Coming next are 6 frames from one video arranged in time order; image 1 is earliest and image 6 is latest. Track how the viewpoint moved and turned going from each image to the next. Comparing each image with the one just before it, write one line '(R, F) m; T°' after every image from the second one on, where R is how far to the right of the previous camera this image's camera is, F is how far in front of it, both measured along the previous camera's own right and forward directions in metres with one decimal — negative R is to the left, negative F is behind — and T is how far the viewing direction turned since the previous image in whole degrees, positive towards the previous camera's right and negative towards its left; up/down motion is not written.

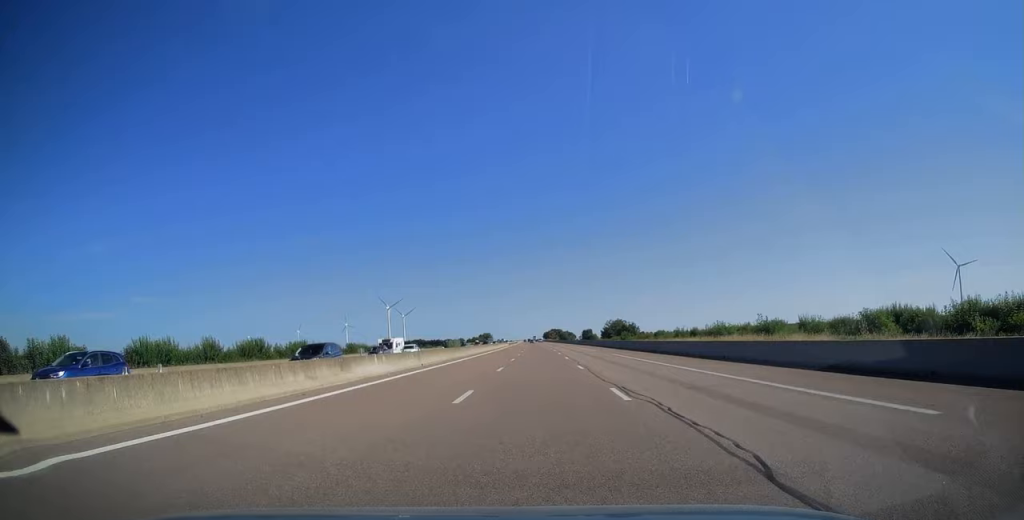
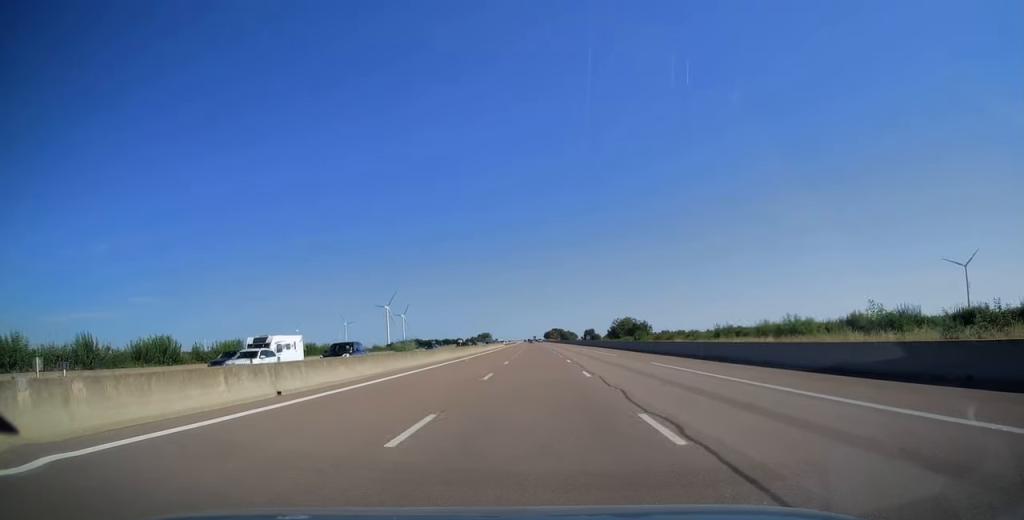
(-0.1, +18.2) m; 0°
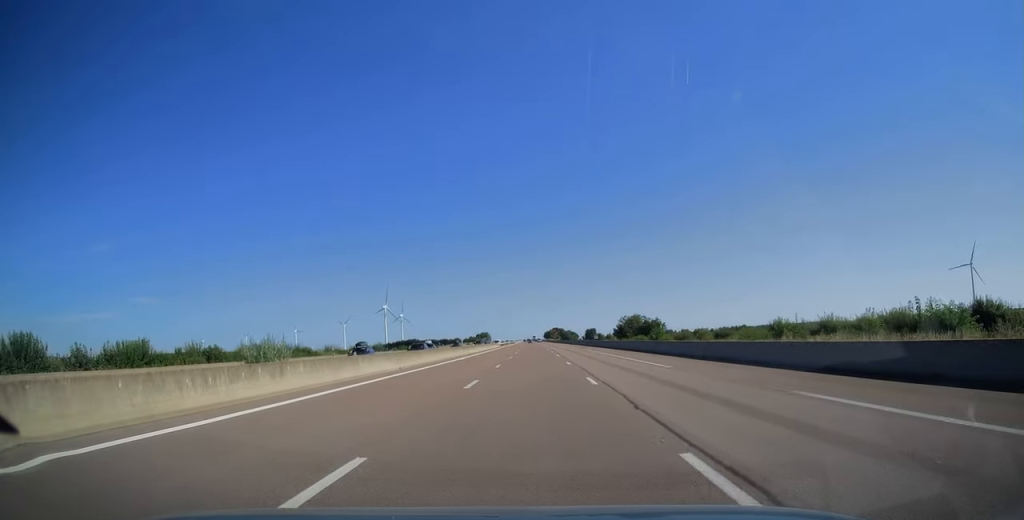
(0.0, +16.7) m; 0°
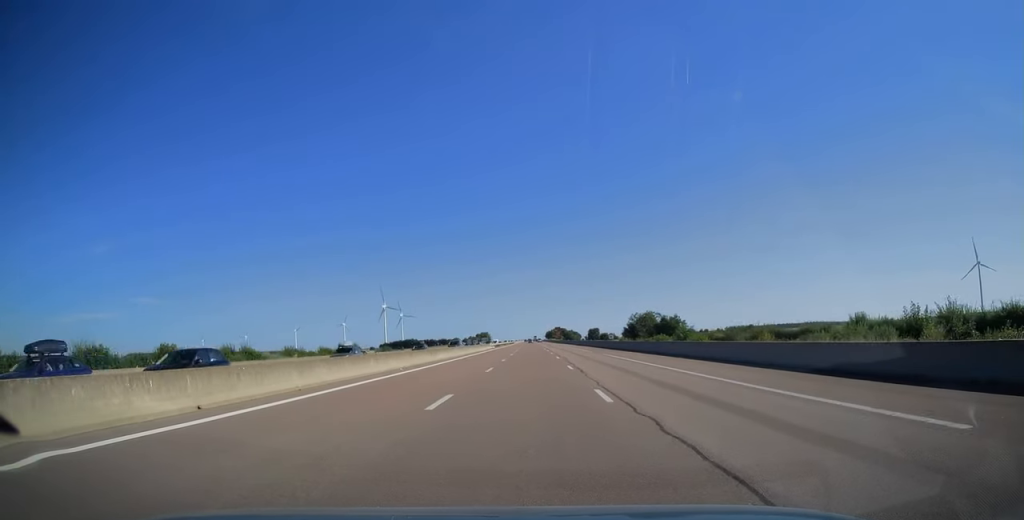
(0.0, +17.7) m; 0°
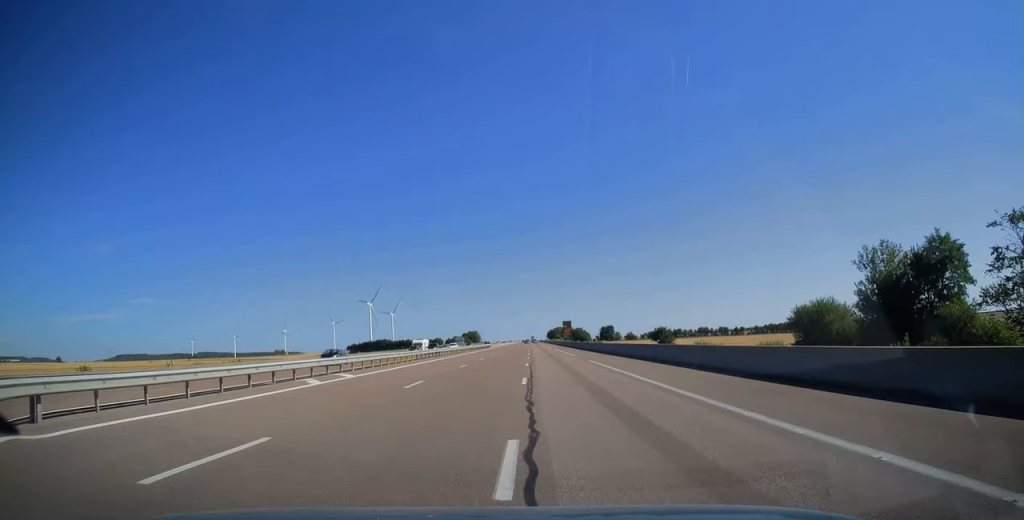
(-0.6, +112.1) m; 0°
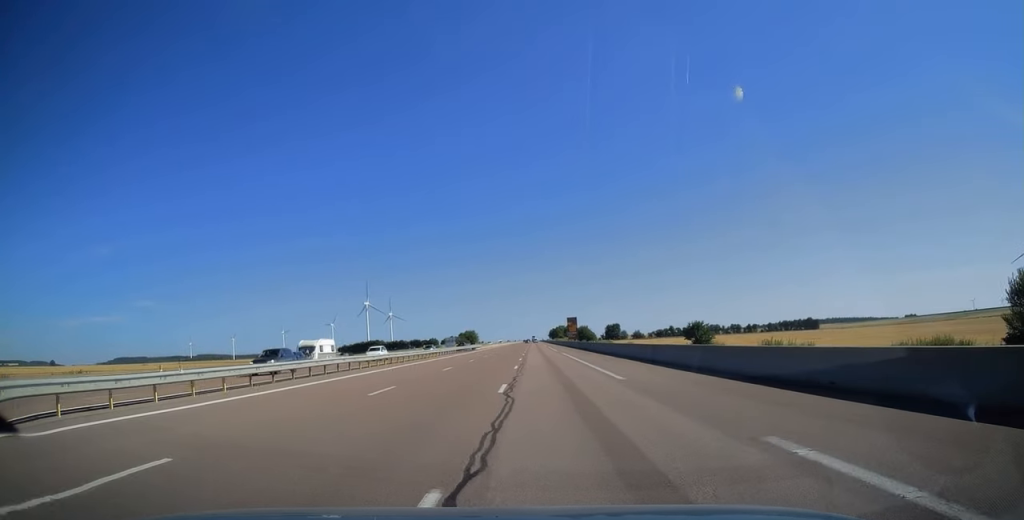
(0.0, +28.7) m; 0°
